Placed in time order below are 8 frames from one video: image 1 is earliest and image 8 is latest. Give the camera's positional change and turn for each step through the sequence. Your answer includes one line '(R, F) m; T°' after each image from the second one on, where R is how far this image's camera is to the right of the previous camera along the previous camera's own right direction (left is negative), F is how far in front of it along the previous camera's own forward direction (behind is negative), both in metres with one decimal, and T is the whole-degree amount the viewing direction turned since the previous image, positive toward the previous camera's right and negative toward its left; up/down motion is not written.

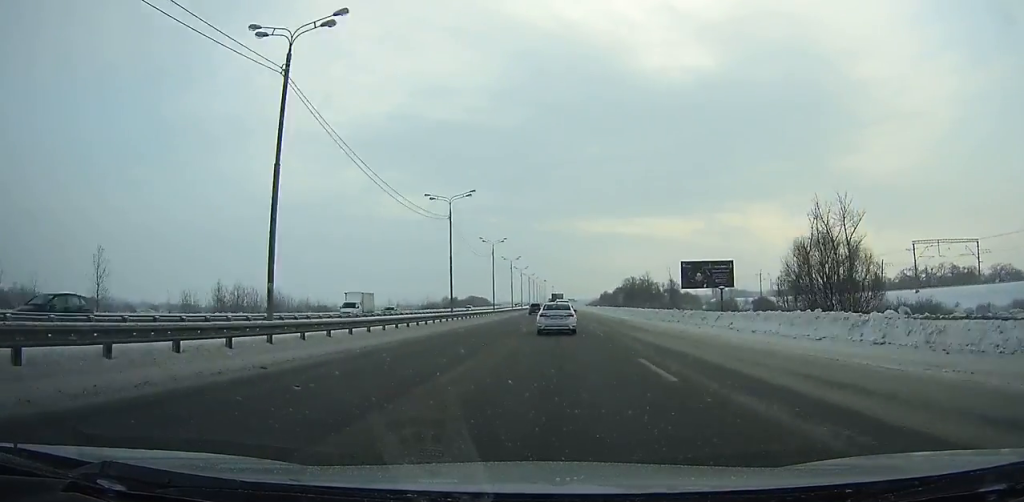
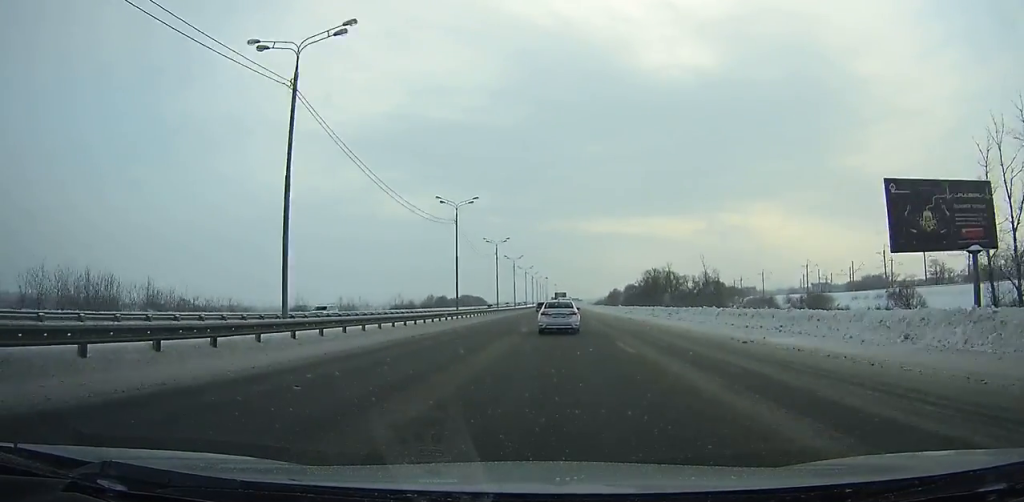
(0.0, +42.1) m; 0°
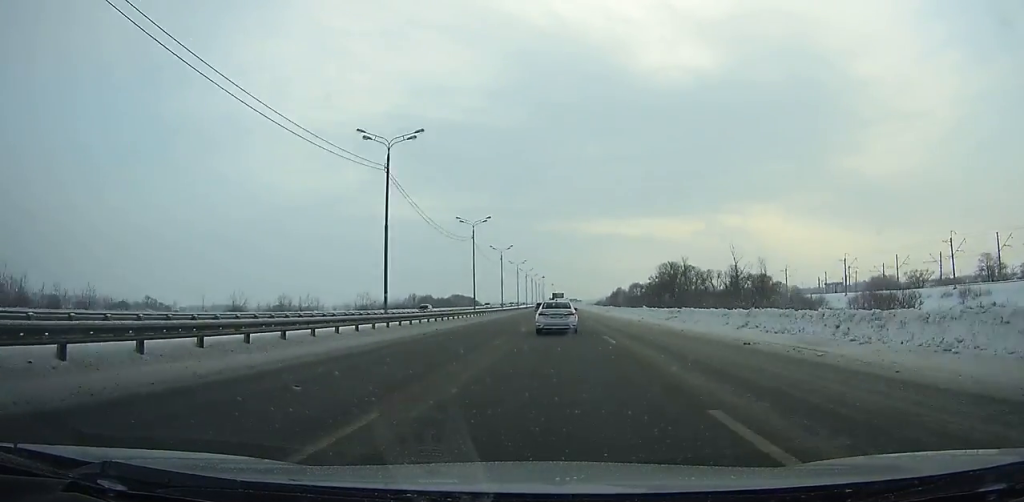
(-0.1, +28.1) m; 0°
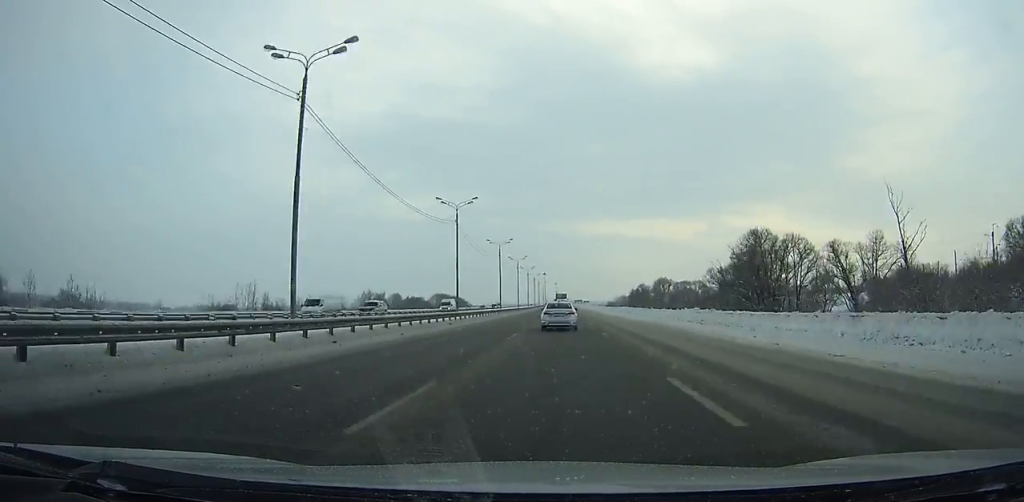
(+0.1, +59.9) m; 0°
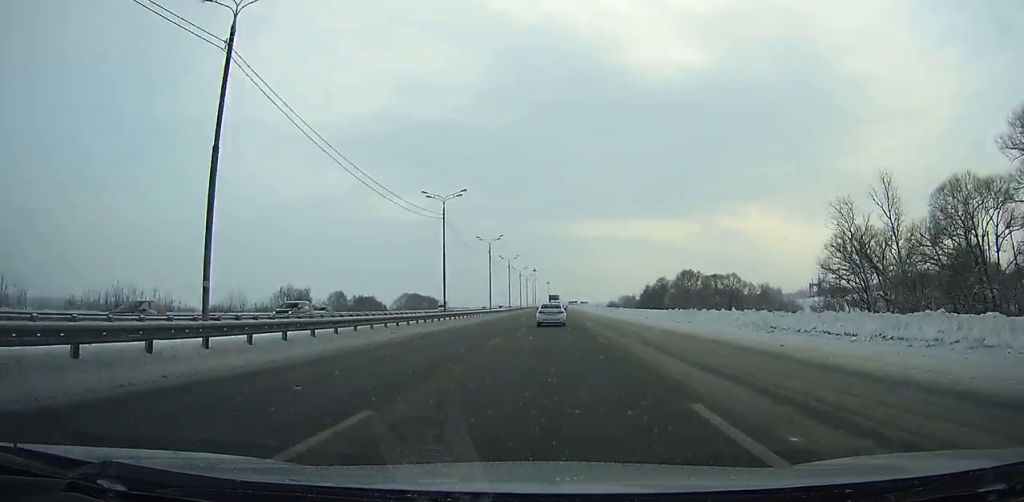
(+0.2, +50.0) m; 0°
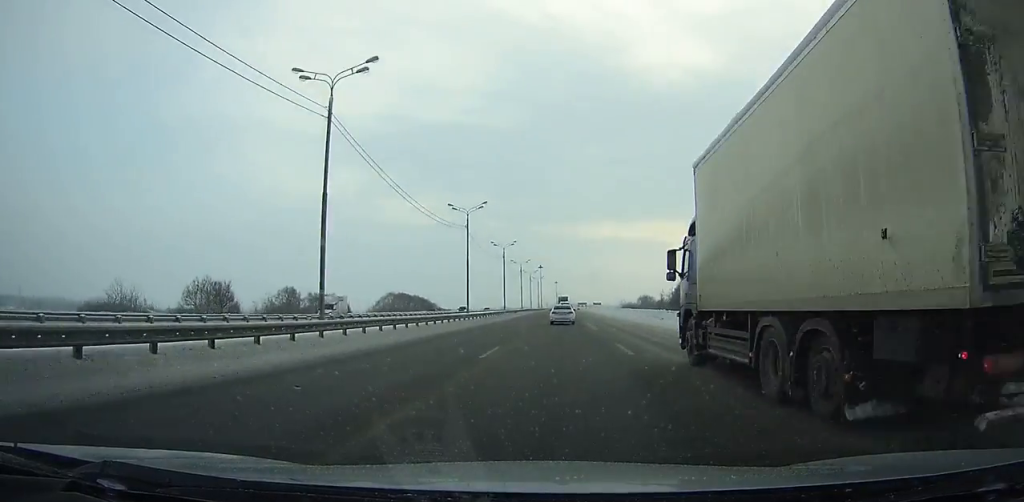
(-0.2, +35.5) m; 0°
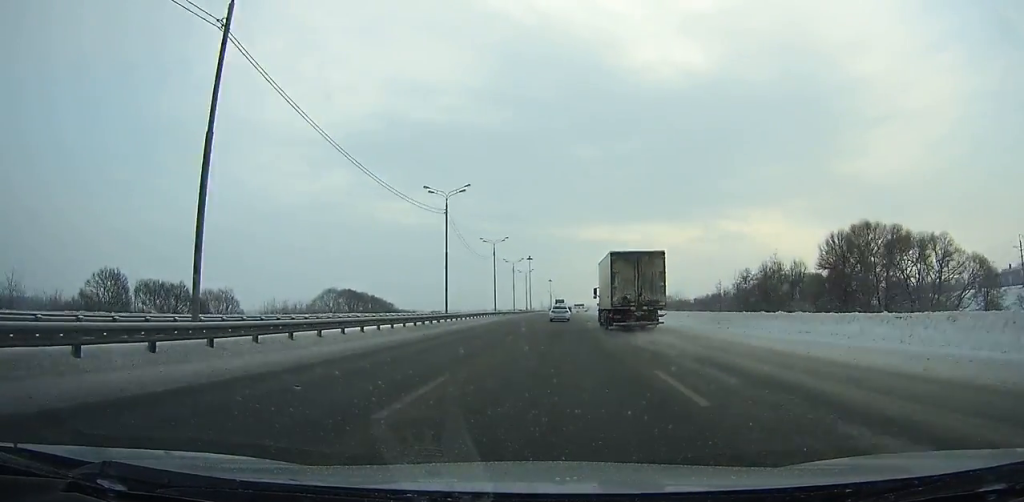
(0.0, +56.2) m; 0°
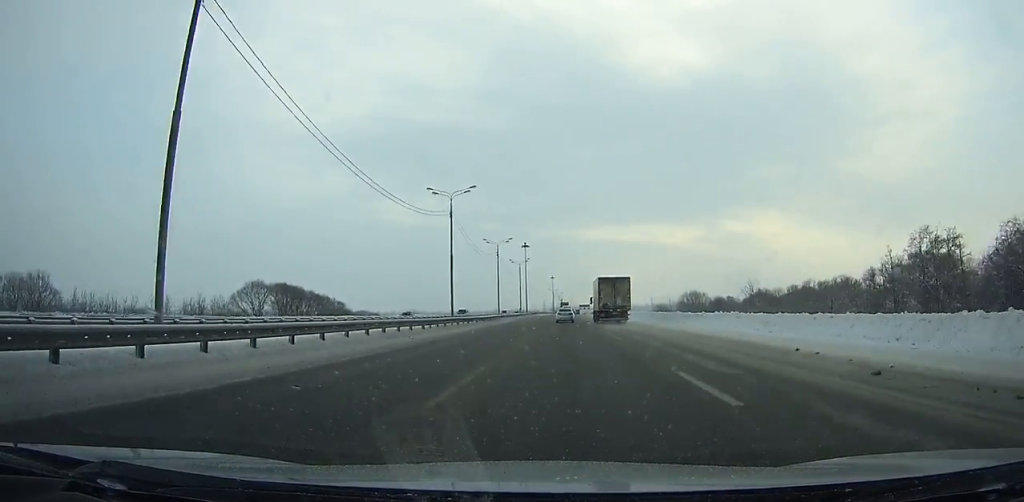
(-0.3, +47.7) m; 0°
